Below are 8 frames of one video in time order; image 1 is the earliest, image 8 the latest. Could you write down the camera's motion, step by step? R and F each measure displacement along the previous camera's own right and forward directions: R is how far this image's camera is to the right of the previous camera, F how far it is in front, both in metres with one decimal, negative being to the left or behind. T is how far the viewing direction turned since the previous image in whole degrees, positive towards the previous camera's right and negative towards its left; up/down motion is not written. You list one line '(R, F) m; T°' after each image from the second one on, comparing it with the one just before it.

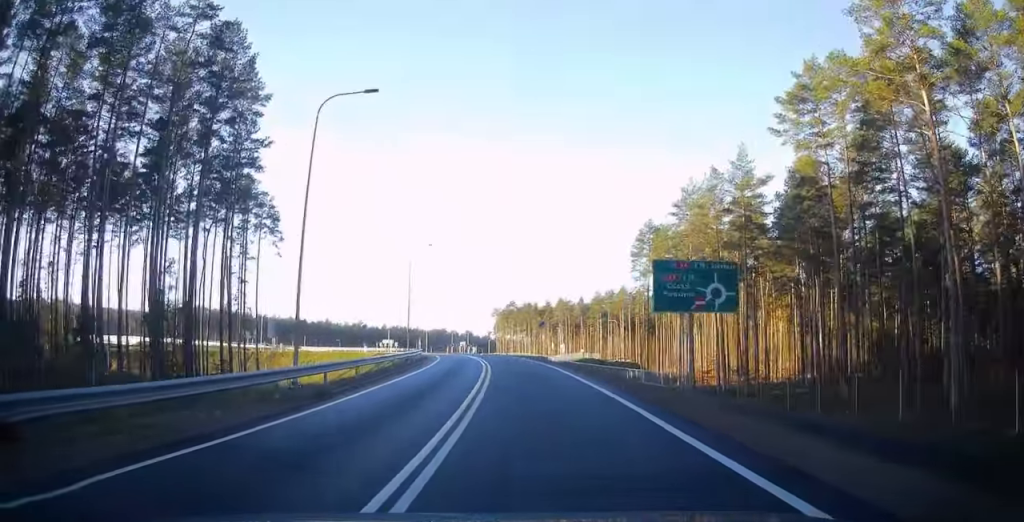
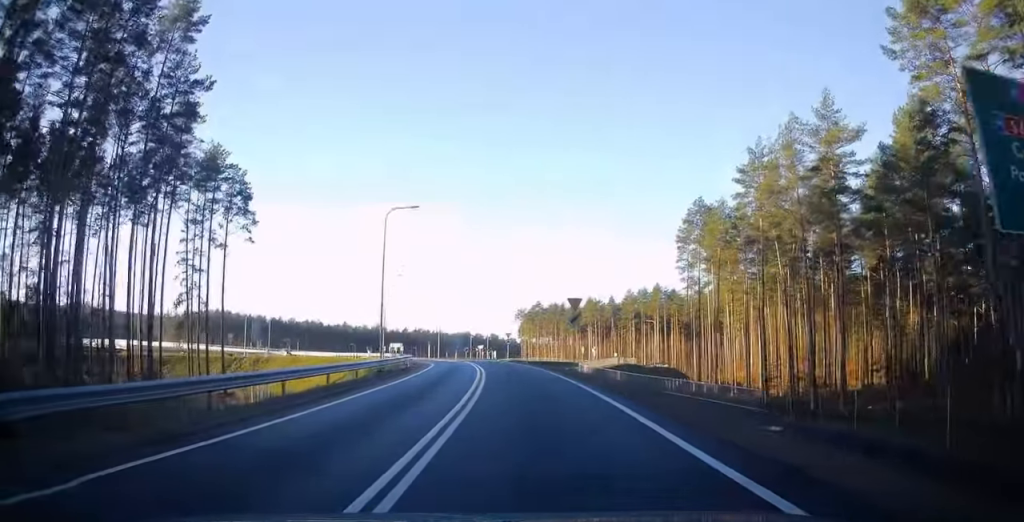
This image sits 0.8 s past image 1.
(-0.4, +15.2) m; -3°
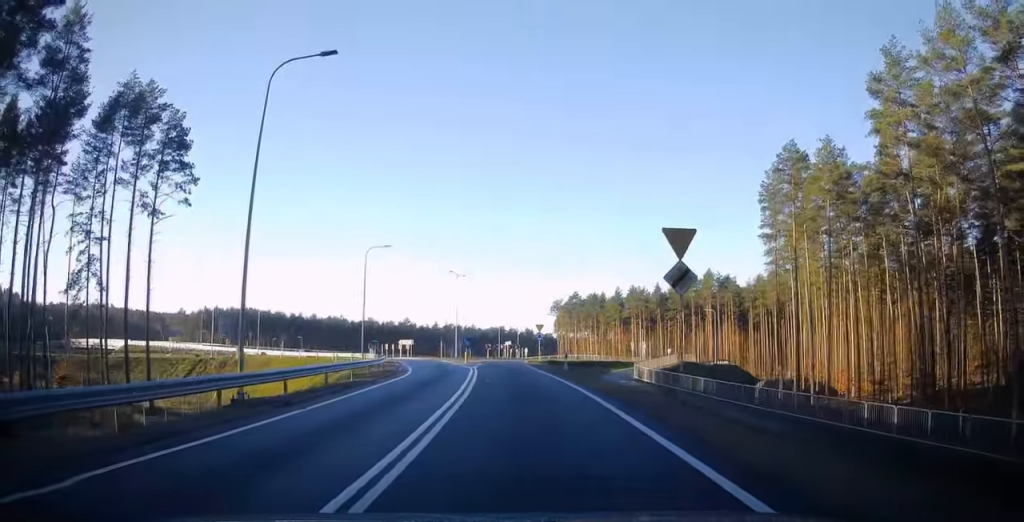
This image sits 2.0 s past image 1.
(-0.5, +19.1) m; -3°
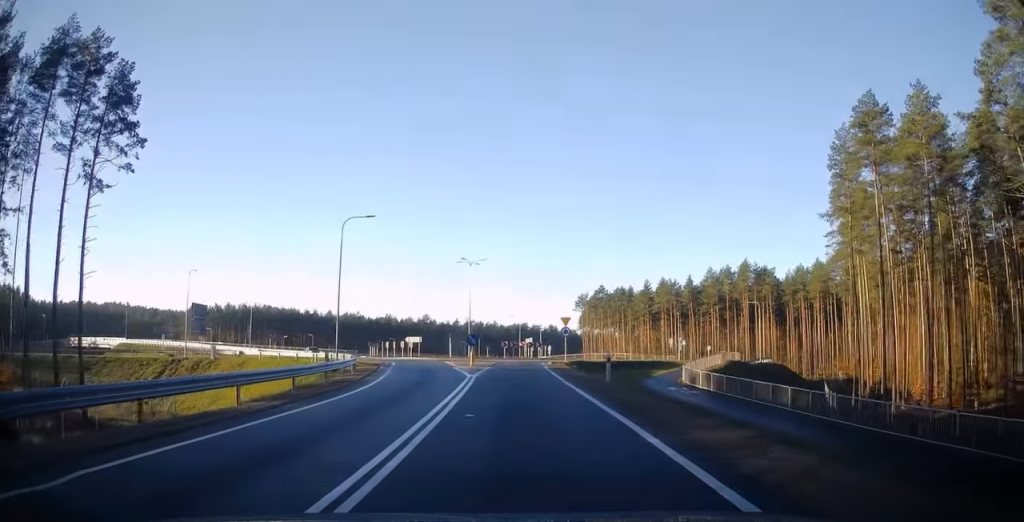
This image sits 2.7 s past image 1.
(-0.1, +10.9) m; -2°
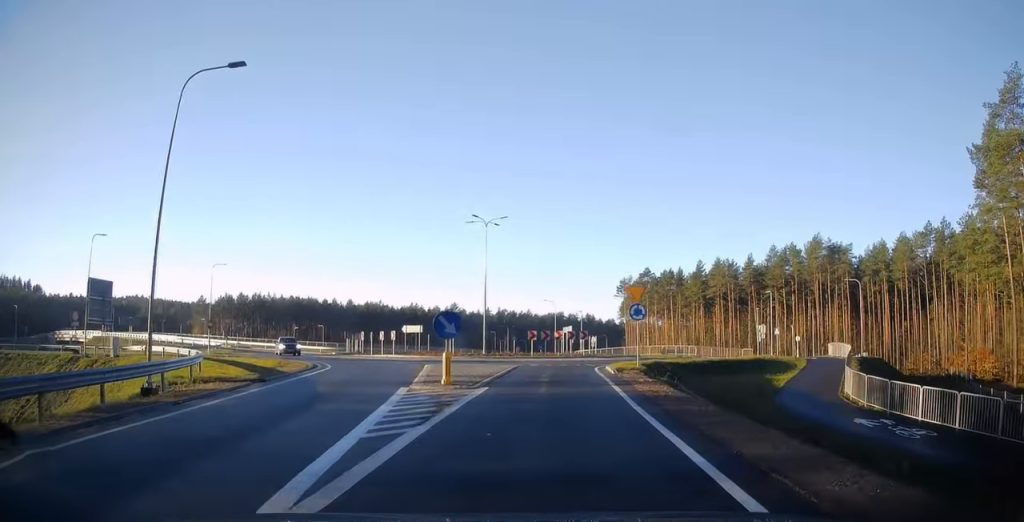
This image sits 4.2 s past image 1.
(-0.9, +20.5) m; -3°
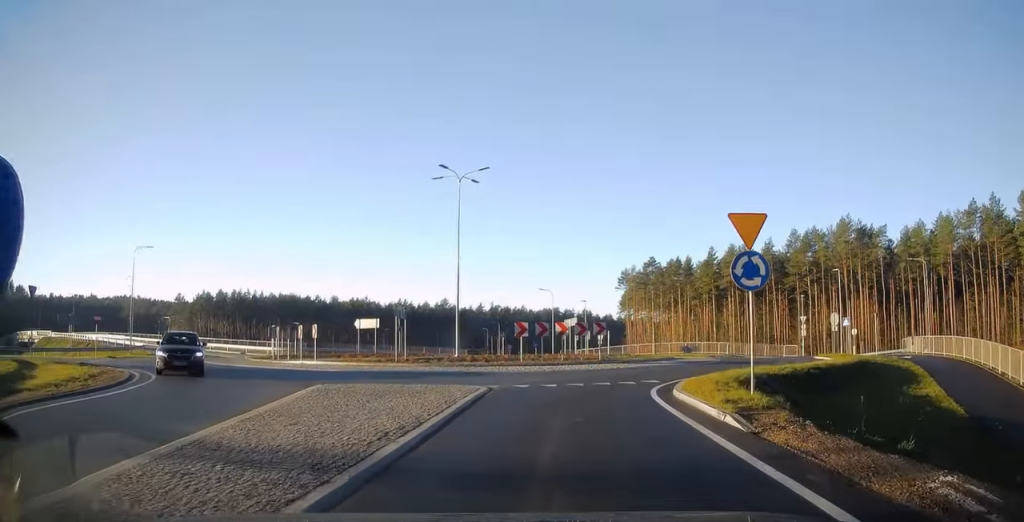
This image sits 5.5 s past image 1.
(-0.1, +14.6) m; +3°
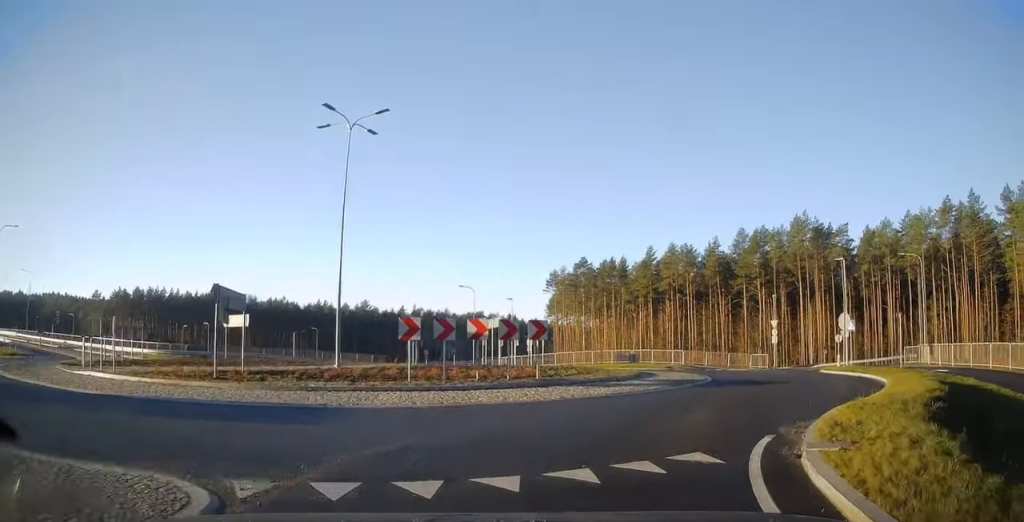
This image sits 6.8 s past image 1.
(+0.7, +10.8) m; +14°
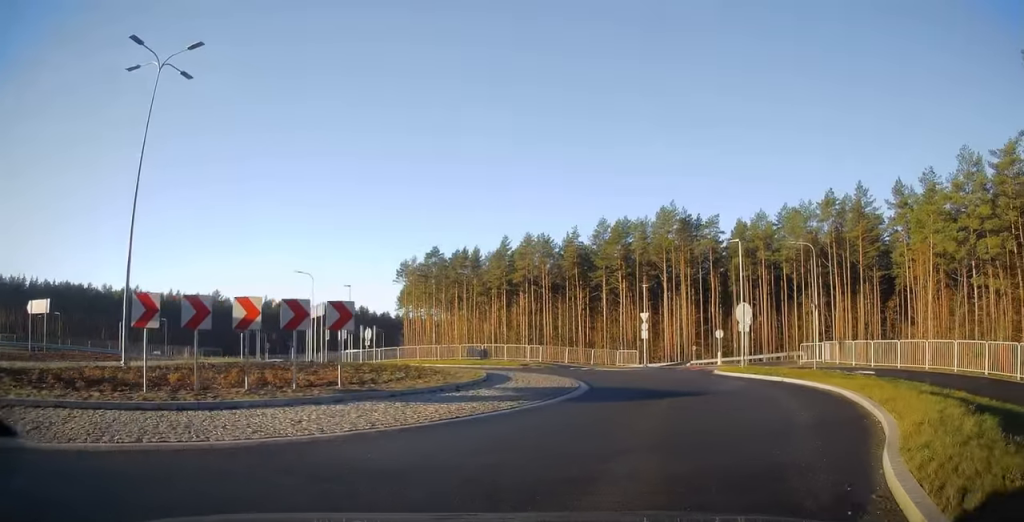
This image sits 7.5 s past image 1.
(+0.8, +5.6) m; +13°
